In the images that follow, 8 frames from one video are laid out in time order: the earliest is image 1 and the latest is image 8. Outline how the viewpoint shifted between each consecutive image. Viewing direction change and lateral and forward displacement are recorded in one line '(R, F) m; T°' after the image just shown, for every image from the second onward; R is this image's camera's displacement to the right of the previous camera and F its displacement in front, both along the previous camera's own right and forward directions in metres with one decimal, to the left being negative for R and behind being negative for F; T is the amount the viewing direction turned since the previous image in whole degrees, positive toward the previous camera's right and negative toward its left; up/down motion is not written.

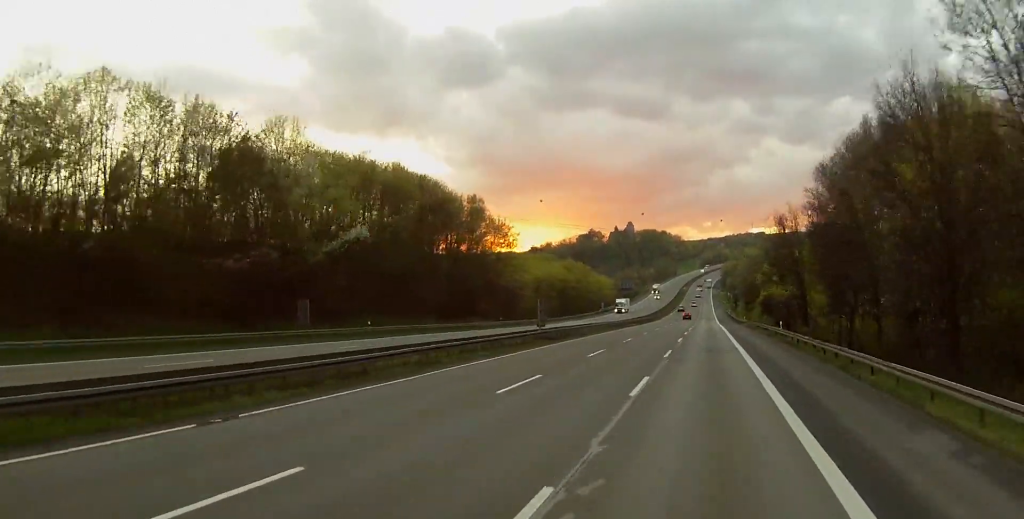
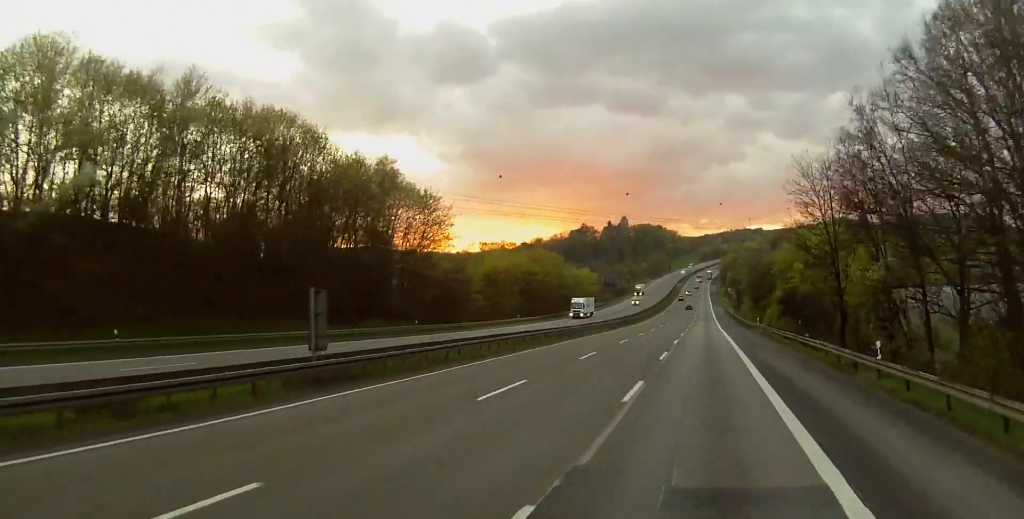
(-0.8, +36.7) m; -2°
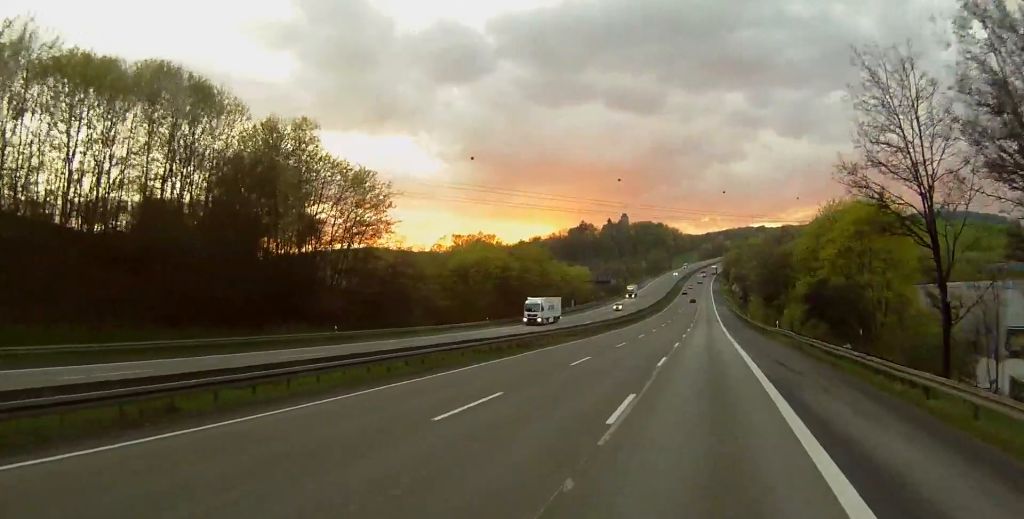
(0.0, +21.4) m; 0°
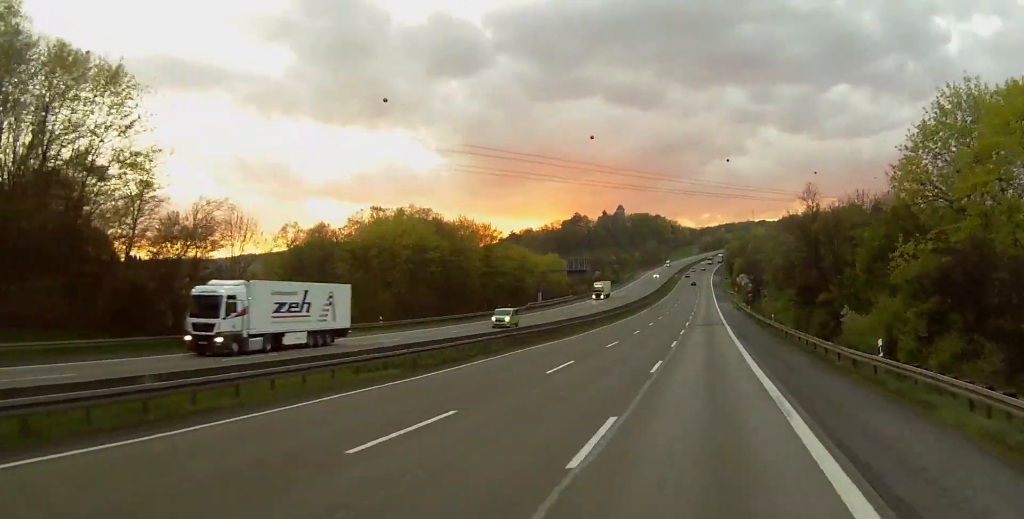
(+0.1, +40.3) m; +1°
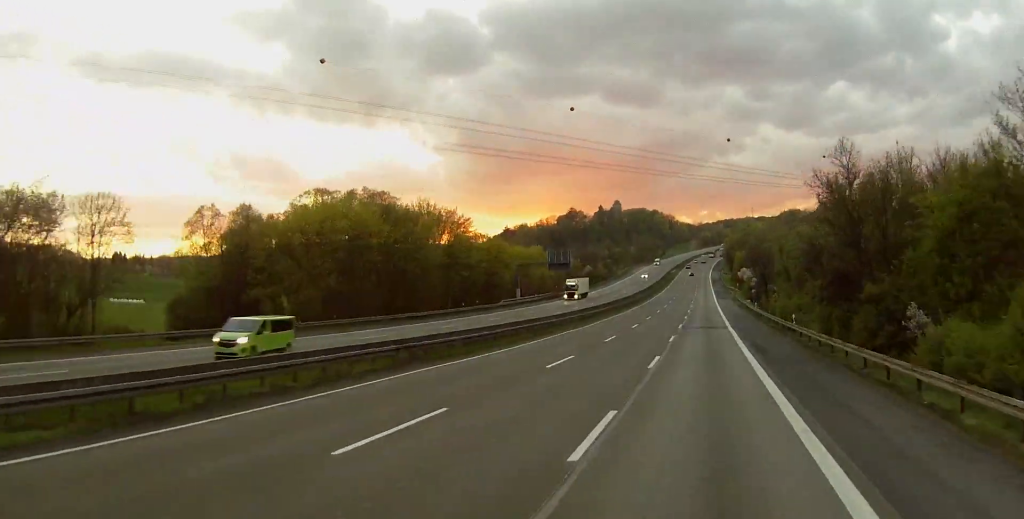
(+0.3, +18.3) m; +1°
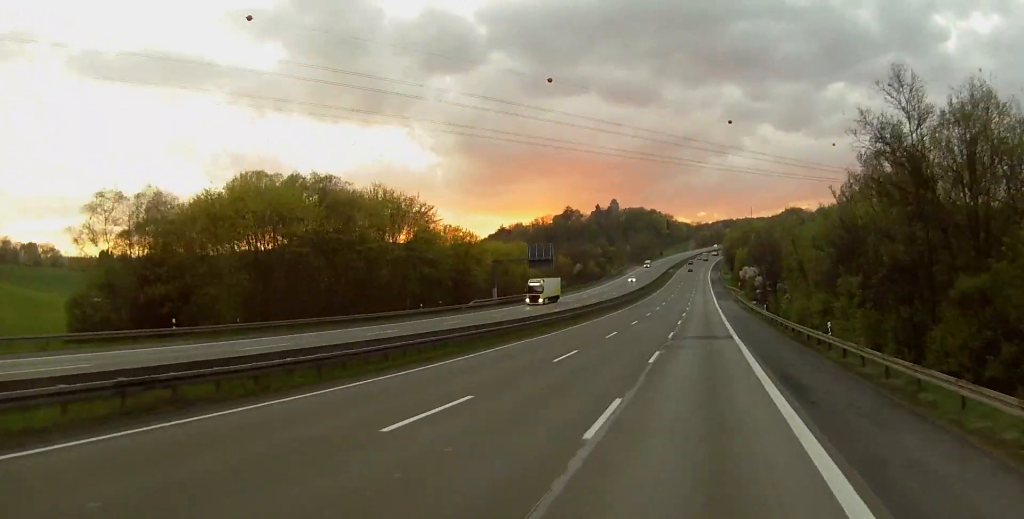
(0.0, +16.3) m; -1°
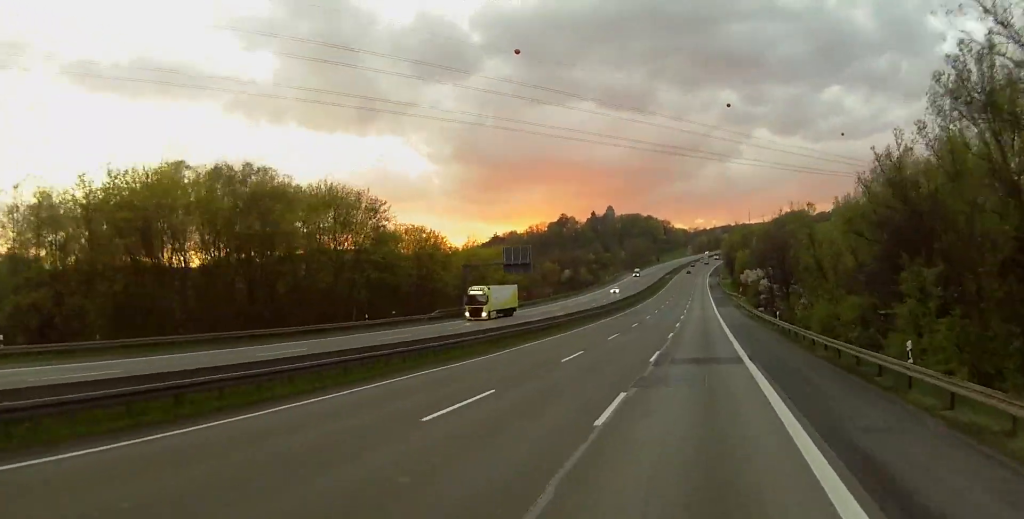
(-0.1, +15.5) m; 0°
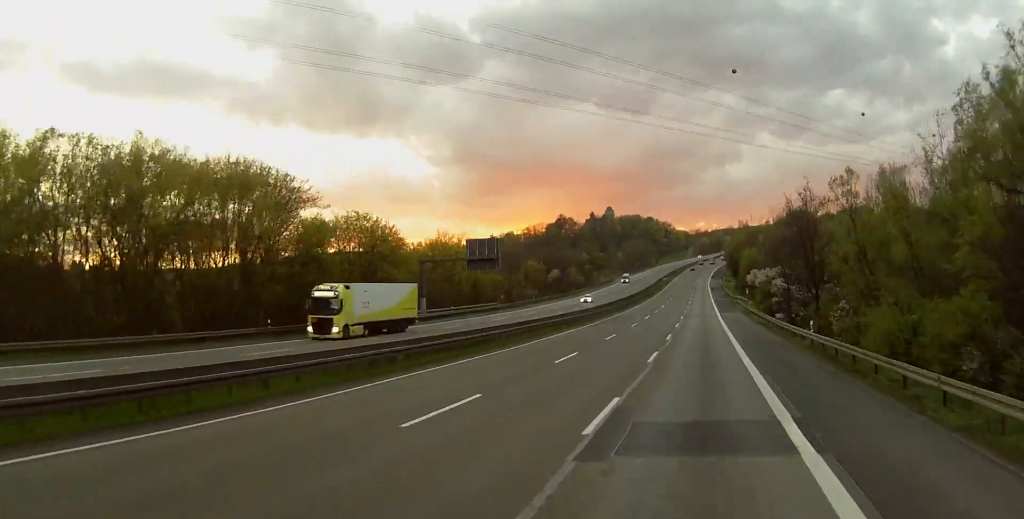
(-0.2, +19.5) m; +1°
